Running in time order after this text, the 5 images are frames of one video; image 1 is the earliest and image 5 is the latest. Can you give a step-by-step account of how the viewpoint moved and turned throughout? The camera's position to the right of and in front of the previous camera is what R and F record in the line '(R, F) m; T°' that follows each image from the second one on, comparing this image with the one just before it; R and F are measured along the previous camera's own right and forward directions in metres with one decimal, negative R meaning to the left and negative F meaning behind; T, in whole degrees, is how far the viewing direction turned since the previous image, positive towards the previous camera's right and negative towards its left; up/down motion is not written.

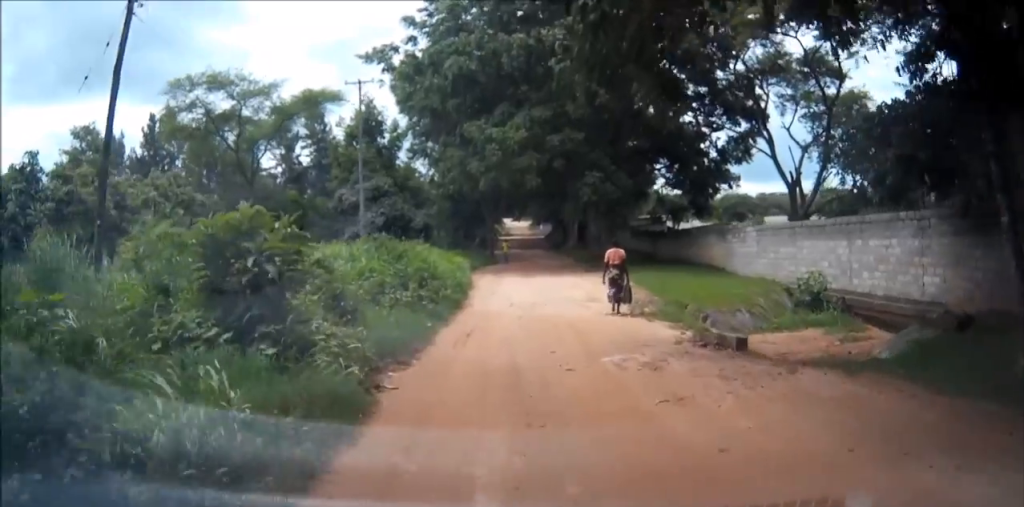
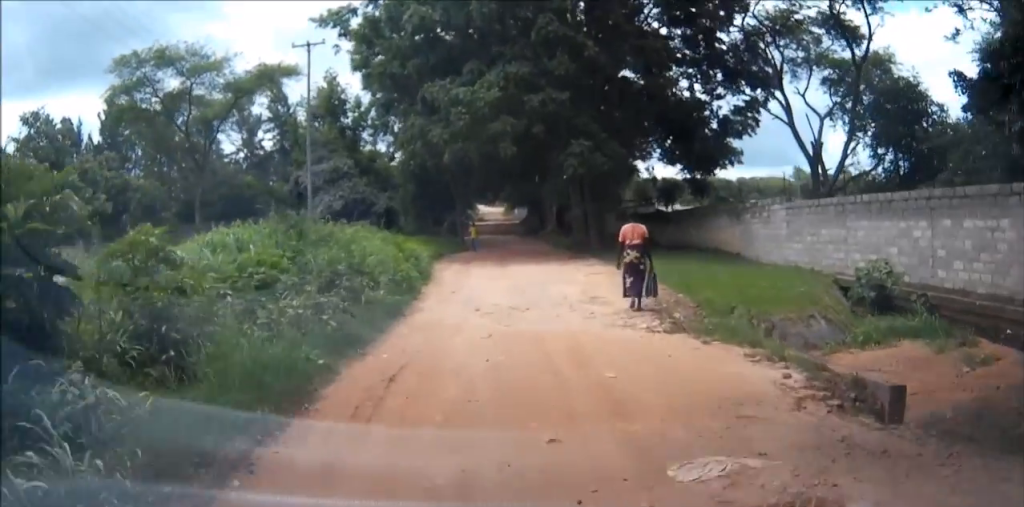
(+0.1, +5.7) m; +4°
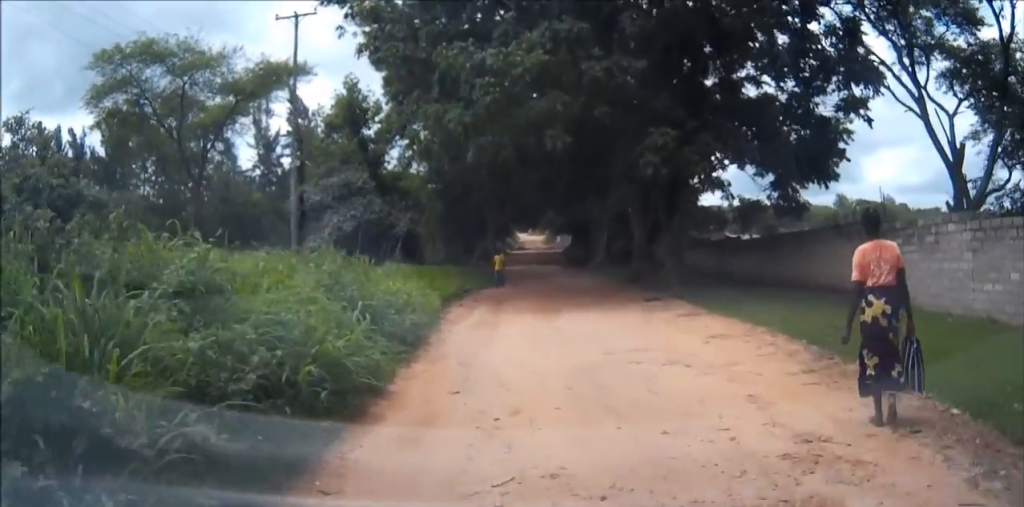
(+0.1, +8.9) m; -2°
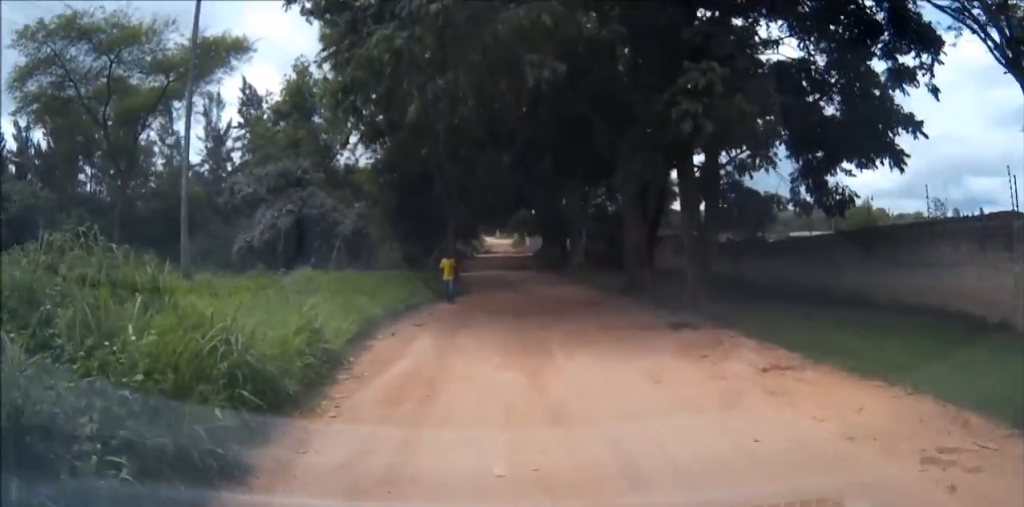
(0.0, +7.4) m; +1°
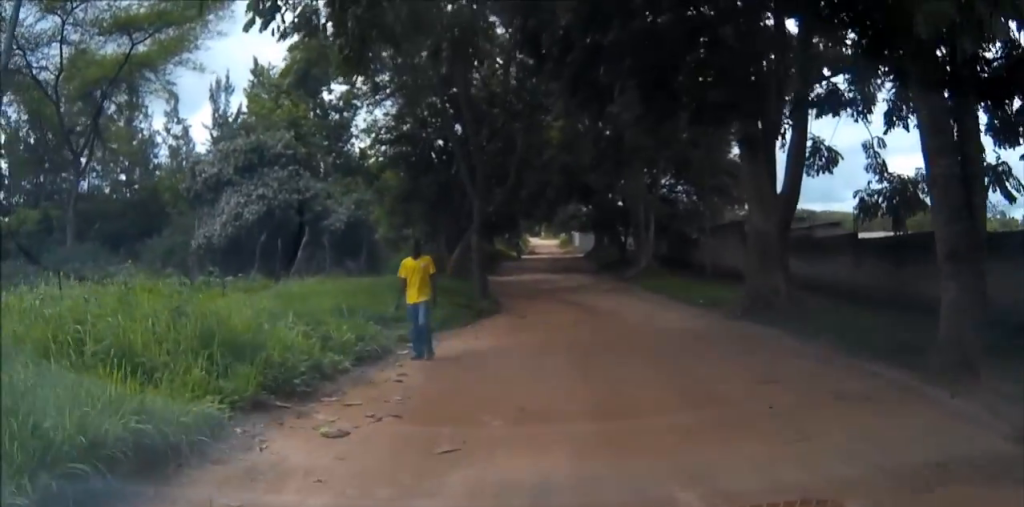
(-0.3, +10.4) m; -3°
